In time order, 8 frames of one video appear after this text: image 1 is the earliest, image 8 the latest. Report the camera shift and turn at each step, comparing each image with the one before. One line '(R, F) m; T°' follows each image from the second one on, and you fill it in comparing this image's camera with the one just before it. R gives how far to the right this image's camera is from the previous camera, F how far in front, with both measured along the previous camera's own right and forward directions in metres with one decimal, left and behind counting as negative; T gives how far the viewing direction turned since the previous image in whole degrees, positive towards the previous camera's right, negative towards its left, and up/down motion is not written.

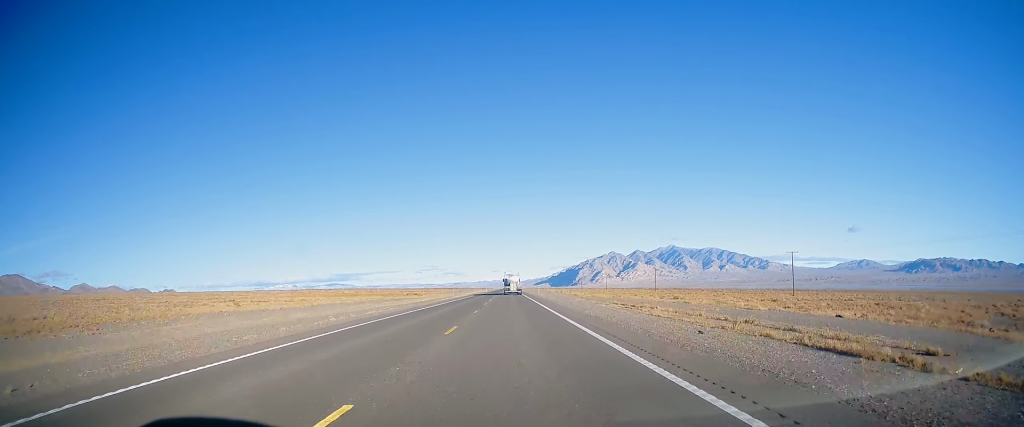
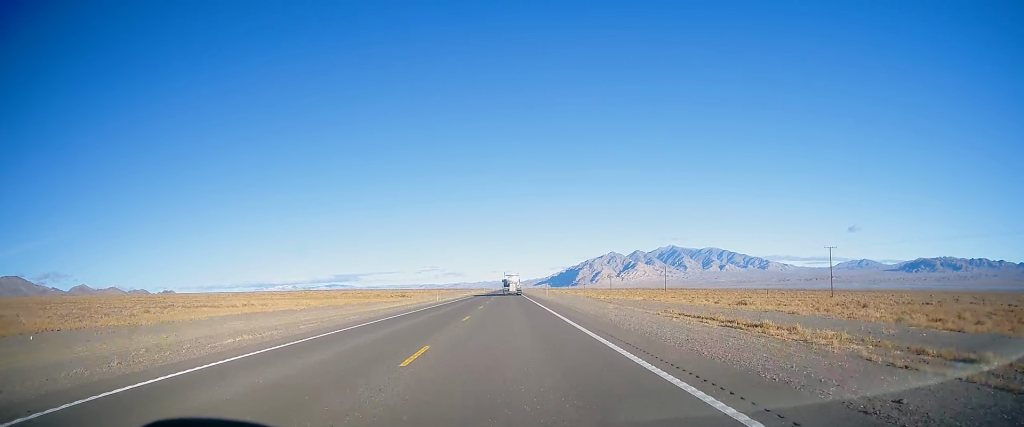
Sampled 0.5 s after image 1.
(0.0, +17.9) m; 0°
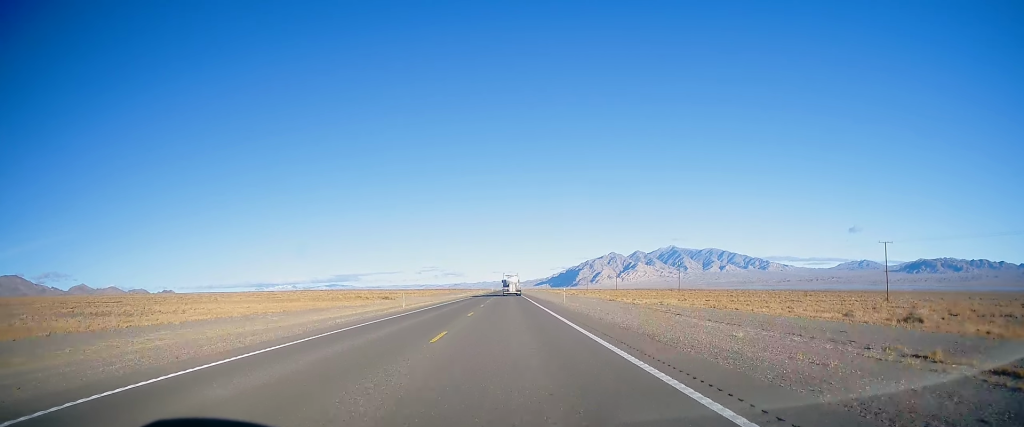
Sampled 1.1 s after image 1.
(+0.4, +20.1) m; 0°
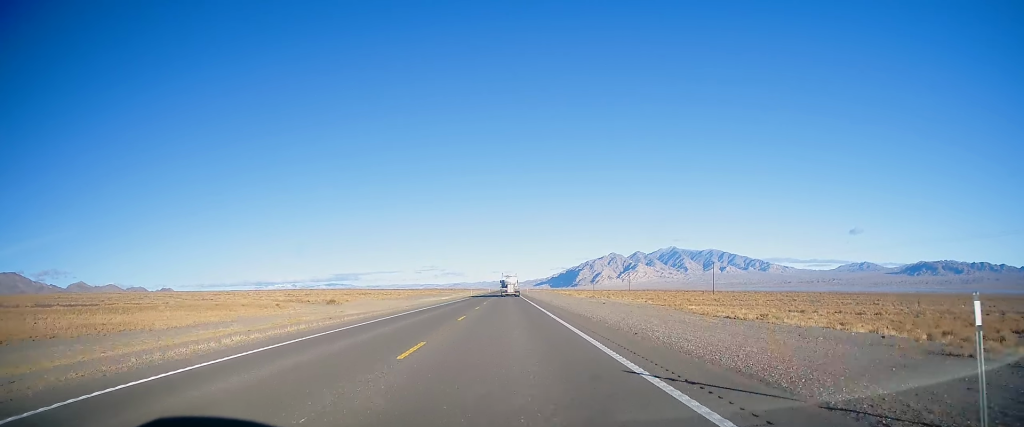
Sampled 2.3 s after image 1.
(-0.6, +39.3) m; 0°
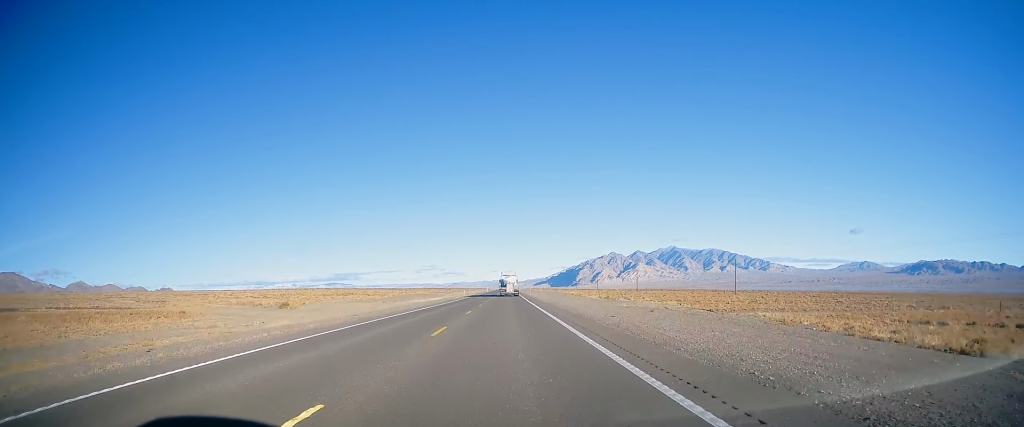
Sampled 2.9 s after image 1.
(+0.4, +19.2) m; 0°
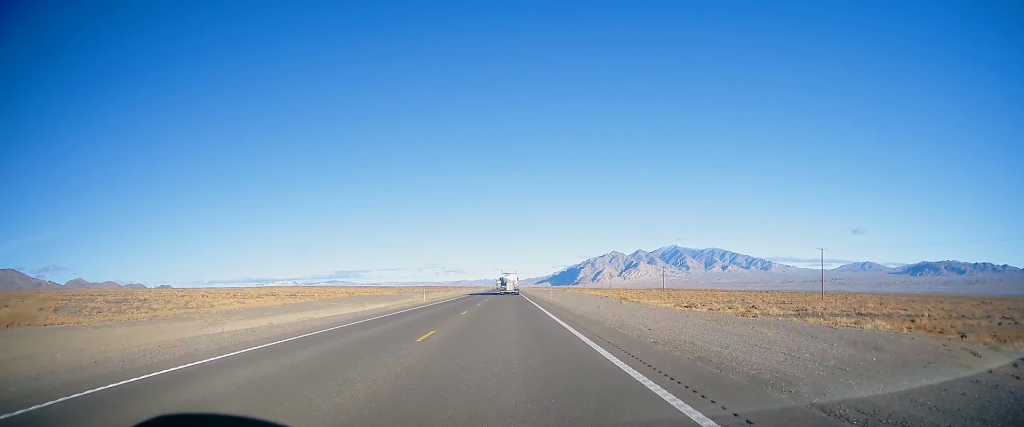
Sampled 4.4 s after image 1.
(-0.2, +50.7) m; 0°
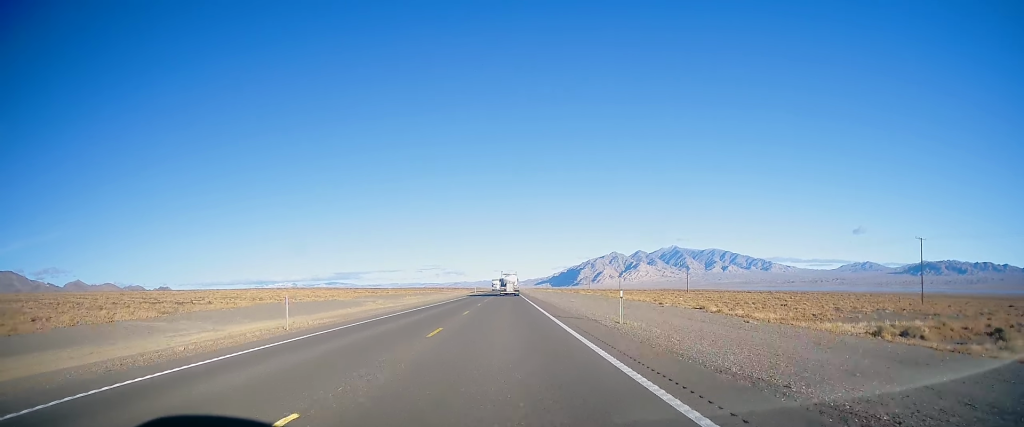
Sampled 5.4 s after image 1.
(+0.4, +34.7) m; +1°
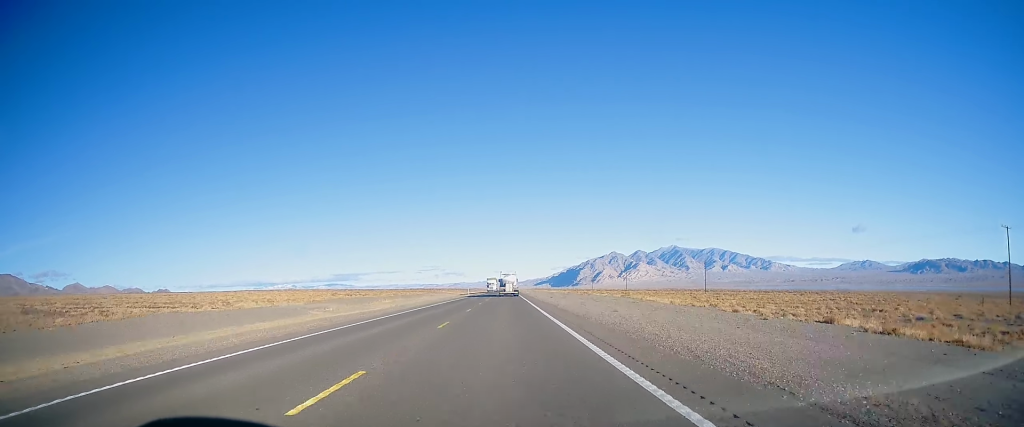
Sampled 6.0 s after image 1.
(0.0, +21.2) m; 0°
